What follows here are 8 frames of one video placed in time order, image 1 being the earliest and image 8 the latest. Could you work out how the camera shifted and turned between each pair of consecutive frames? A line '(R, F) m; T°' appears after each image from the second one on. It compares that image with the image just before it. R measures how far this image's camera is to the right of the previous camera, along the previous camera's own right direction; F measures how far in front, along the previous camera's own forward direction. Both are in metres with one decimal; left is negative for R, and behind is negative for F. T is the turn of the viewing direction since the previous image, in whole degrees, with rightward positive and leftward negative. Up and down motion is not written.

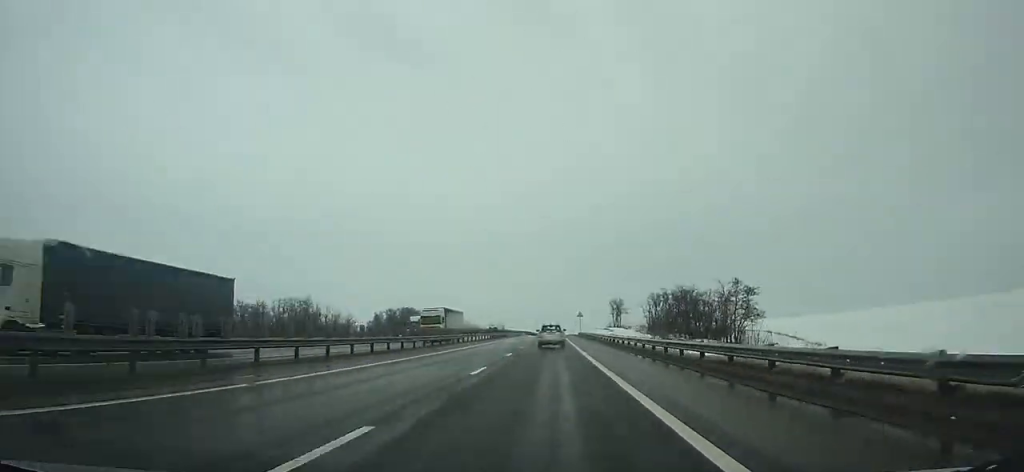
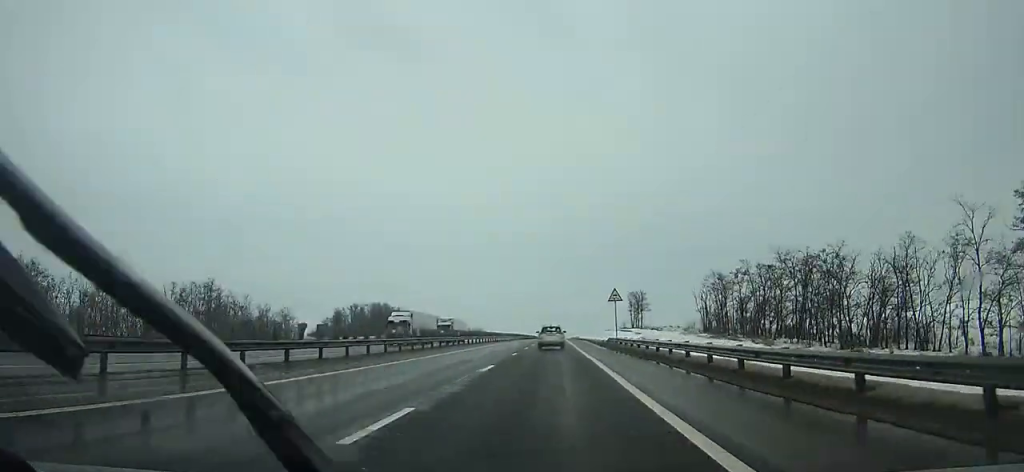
(-0.1, +57.8) m; 0°
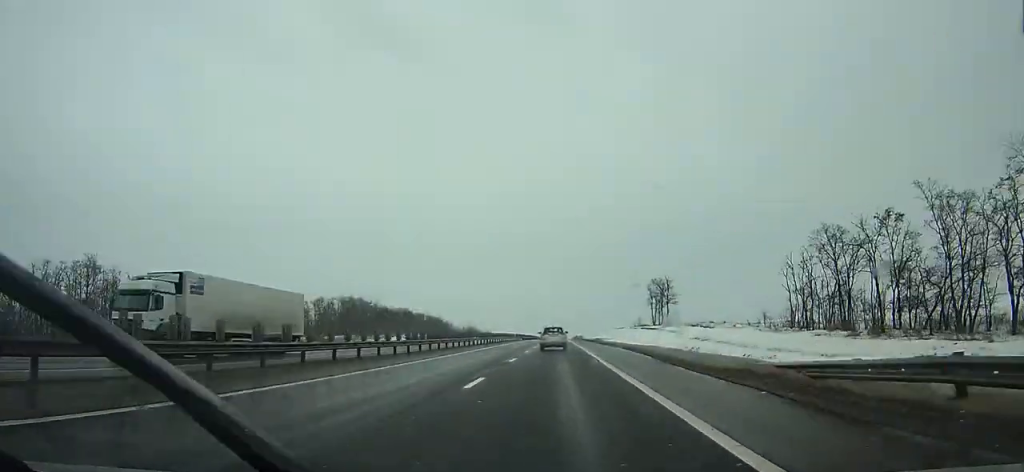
(-0.1, +41.2) m; 0°
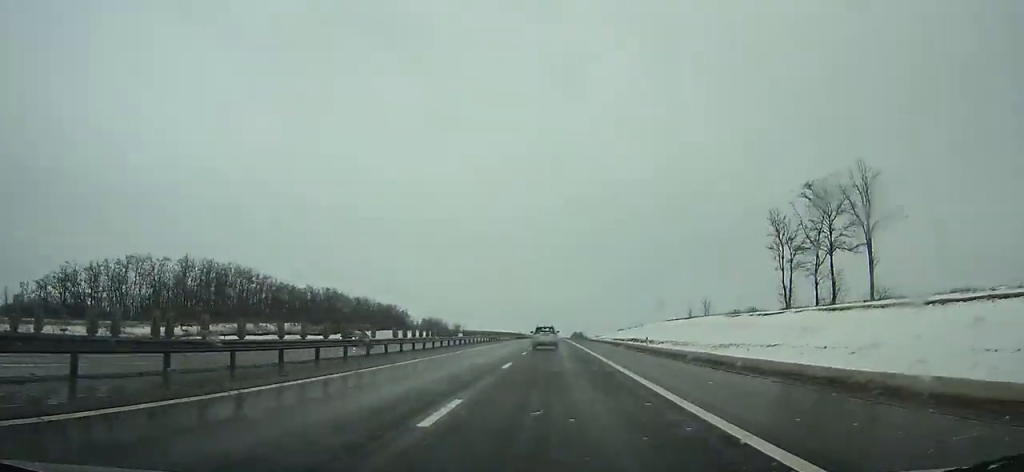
(+0.1, +101.1) m; 0°
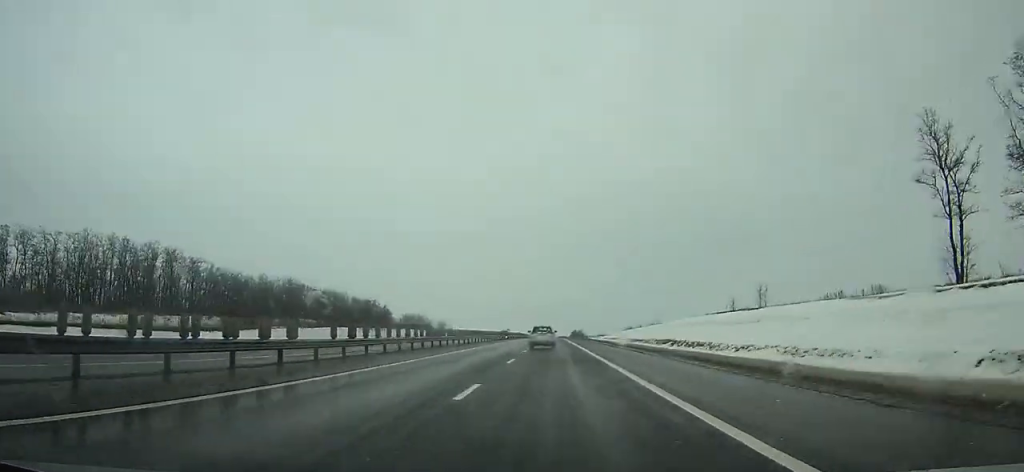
(0.0, +32.8) m; 0°
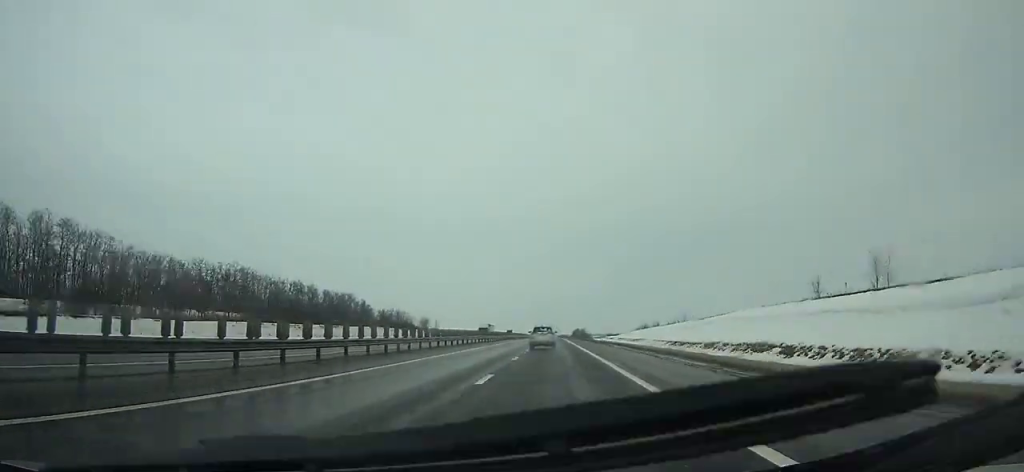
(-0.1, +32.6) m; 0°
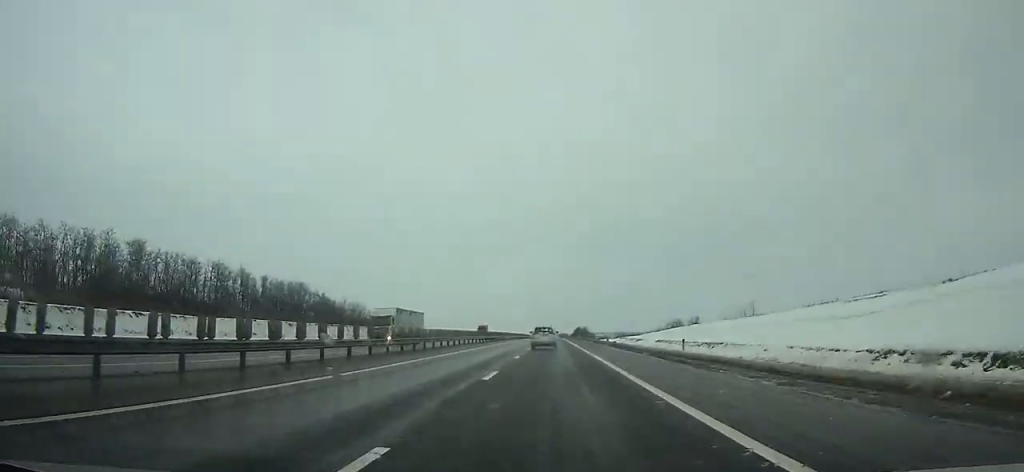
(-0.1, +46.2) m; 0°
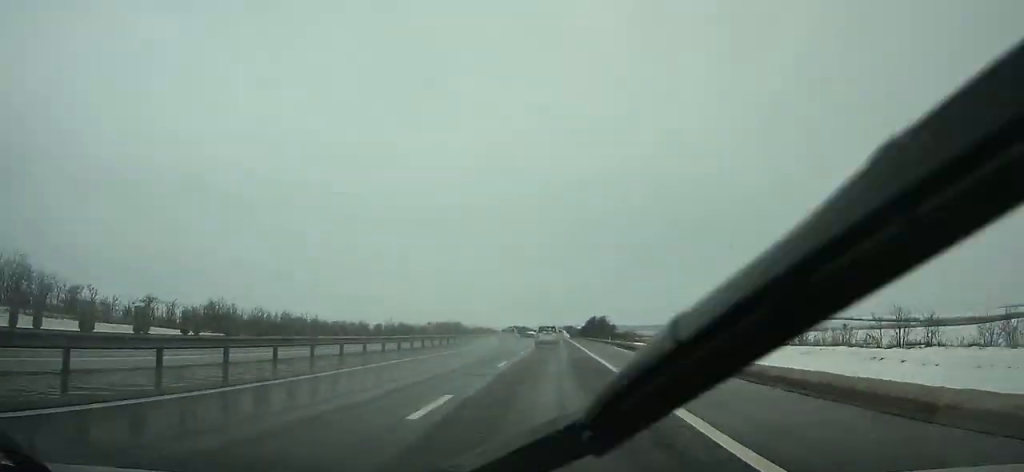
(0.0, +160.5) m; 0°
